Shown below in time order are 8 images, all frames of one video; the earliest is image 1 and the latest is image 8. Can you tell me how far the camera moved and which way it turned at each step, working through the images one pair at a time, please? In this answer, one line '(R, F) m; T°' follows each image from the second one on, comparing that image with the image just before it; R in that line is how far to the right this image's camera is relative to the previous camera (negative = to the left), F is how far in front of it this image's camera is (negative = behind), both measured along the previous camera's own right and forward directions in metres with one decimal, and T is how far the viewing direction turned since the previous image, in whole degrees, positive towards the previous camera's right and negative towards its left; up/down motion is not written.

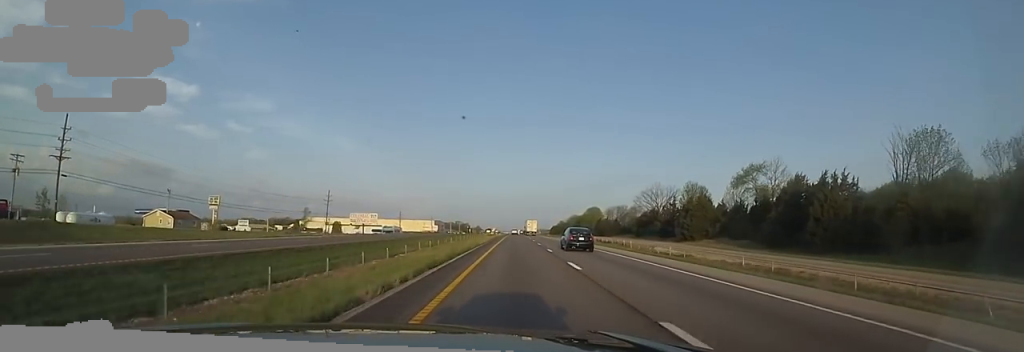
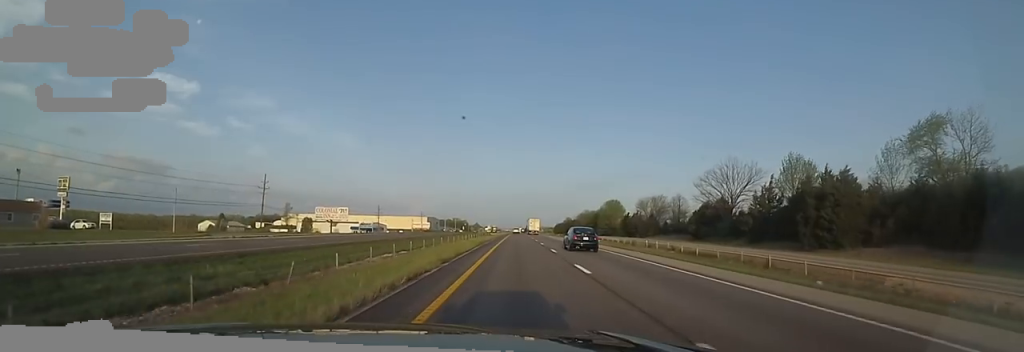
(-1.0, +38.2) m; -1°
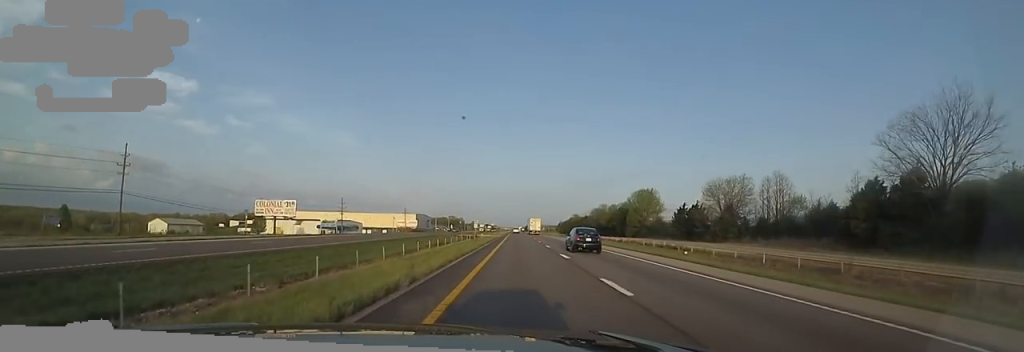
(+0.7, +41.6) m; +1°
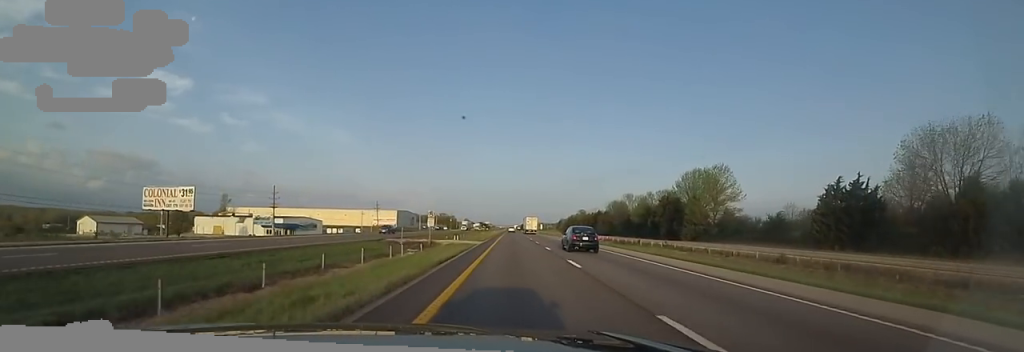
(-0.1, +42.6) m; -1°
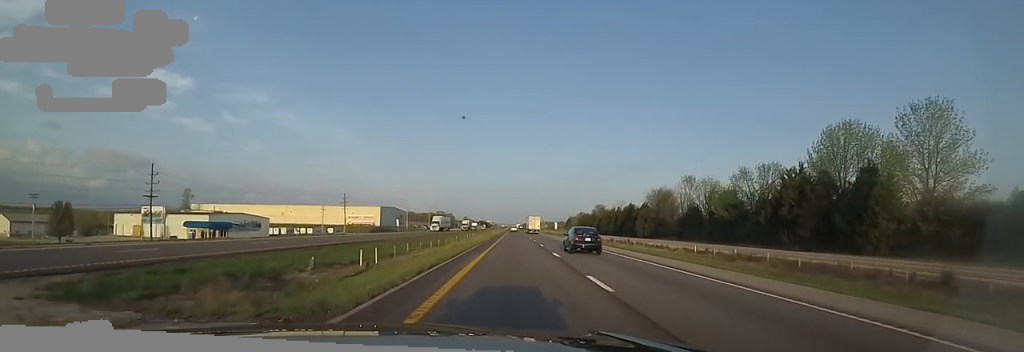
(-0.3, +42.5) m; +1°
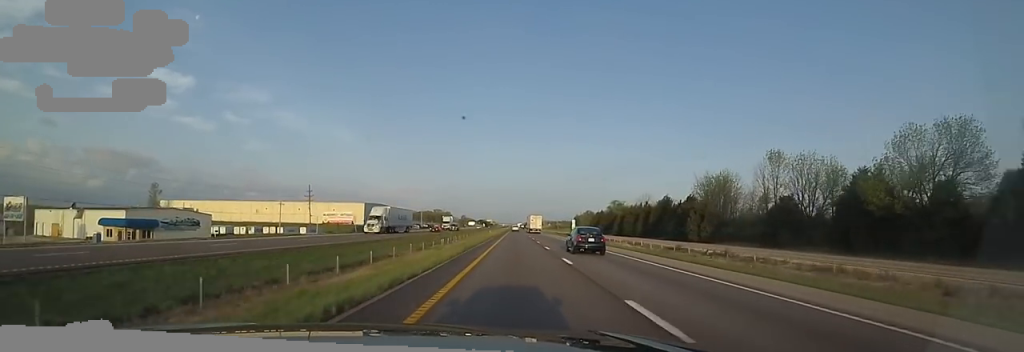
(+0.6, +29.4) m; 0°
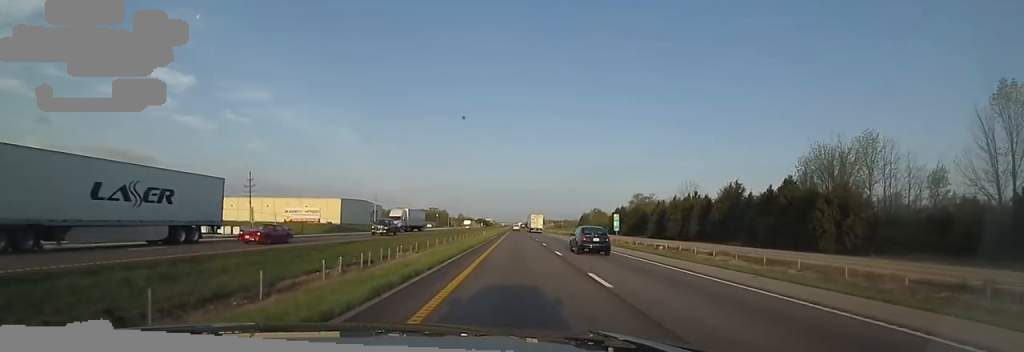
(-0.5, +31.4) m; -1°
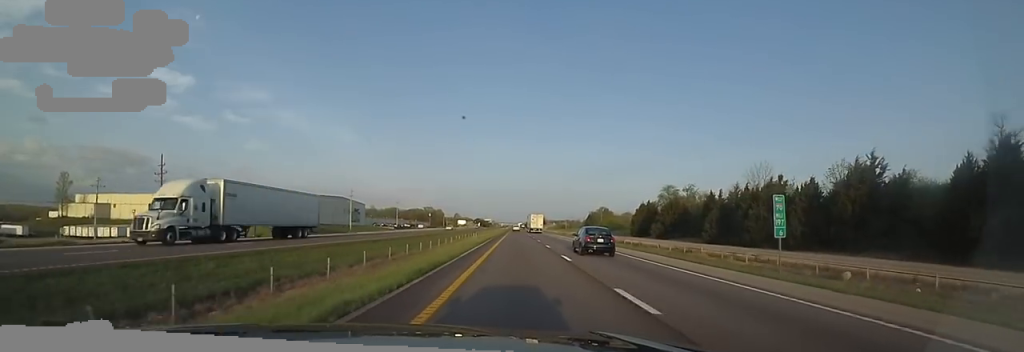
(-0.3, +28.2) m; 0°
